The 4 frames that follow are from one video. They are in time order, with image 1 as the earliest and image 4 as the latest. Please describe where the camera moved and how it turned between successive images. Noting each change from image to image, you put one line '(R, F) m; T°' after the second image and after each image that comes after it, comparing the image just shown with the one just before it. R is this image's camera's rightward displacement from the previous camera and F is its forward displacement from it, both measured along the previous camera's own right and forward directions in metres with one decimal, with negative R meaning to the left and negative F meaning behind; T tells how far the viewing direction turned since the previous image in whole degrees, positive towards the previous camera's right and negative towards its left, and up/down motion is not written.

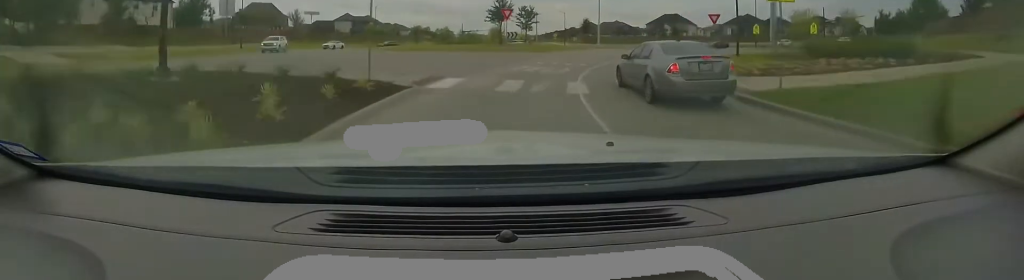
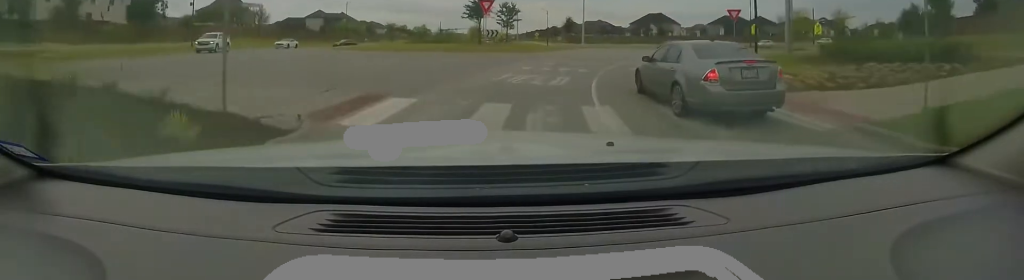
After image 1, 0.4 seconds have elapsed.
(+0.2, +4.1) m; +3°
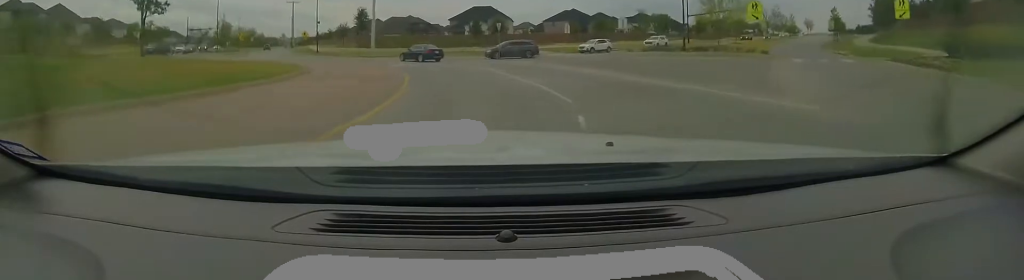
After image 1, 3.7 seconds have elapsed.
(+7.4, +30.4) m; +25°
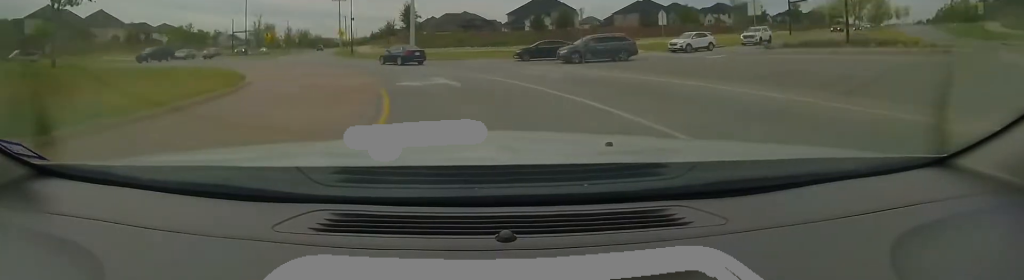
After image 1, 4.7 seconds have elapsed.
(+0.2, +9.9) m; -10°
